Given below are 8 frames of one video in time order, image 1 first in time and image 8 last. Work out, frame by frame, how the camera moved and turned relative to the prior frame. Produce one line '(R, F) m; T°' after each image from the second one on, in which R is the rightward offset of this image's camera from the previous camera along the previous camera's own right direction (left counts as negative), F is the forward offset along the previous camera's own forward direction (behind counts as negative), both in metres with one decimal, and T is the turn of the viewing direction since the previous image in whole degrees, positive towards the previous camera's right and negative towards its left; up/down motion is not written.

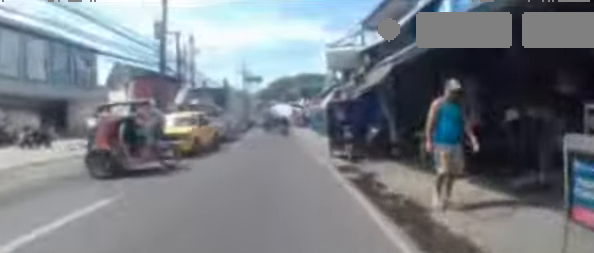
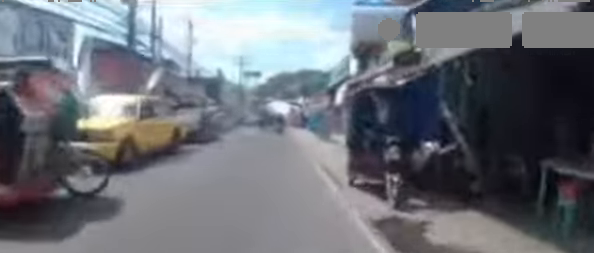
(+0.1, +4.5) m; +5°
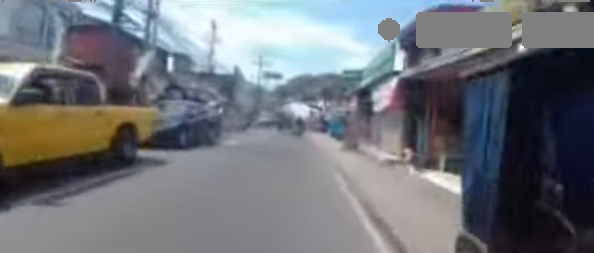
(+0.3, +3.7) m; +1°
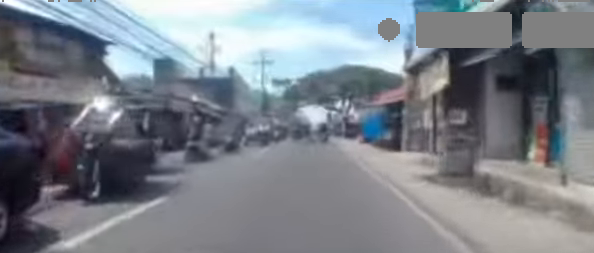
(-0.1, +9.2) m; -3°
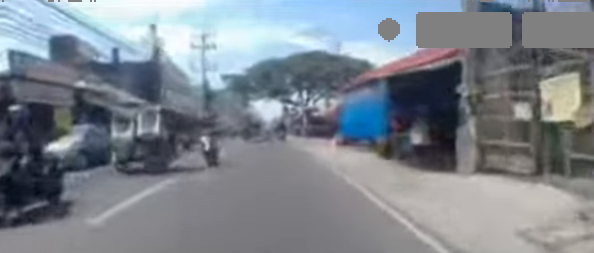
(-0.1, +8.0) m; -1°
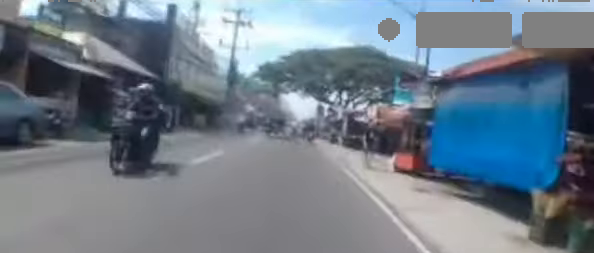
(0.0, +6.1) m; -3°
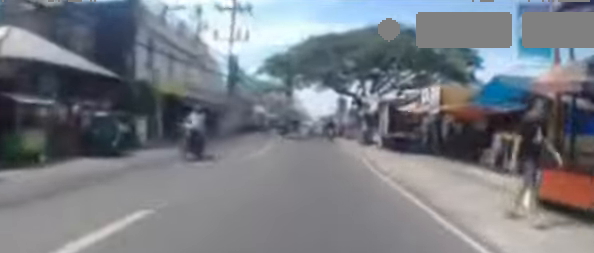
(-0.3, +6.1) m; -2°
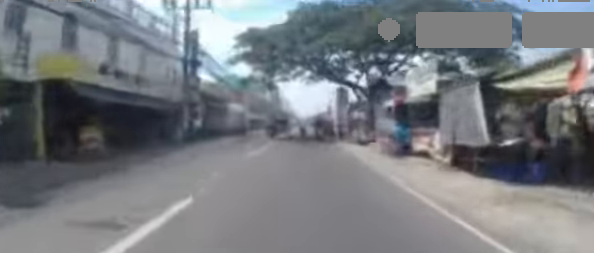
(-0.1, +7.9) m; +2°
